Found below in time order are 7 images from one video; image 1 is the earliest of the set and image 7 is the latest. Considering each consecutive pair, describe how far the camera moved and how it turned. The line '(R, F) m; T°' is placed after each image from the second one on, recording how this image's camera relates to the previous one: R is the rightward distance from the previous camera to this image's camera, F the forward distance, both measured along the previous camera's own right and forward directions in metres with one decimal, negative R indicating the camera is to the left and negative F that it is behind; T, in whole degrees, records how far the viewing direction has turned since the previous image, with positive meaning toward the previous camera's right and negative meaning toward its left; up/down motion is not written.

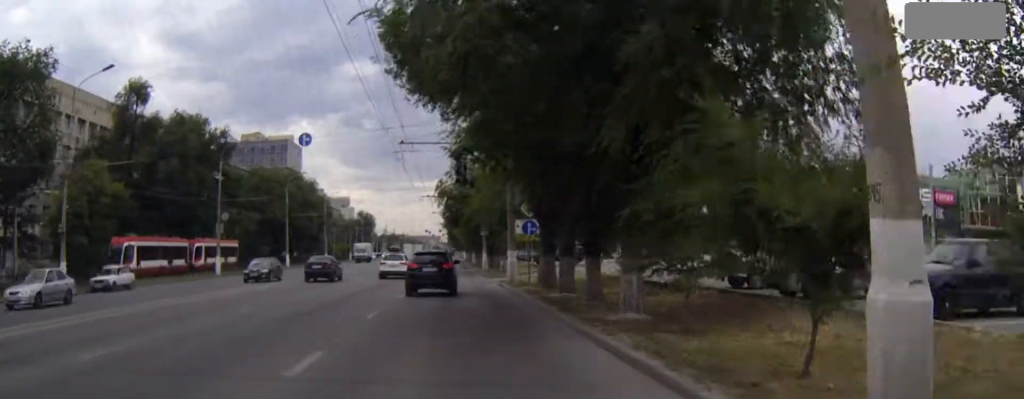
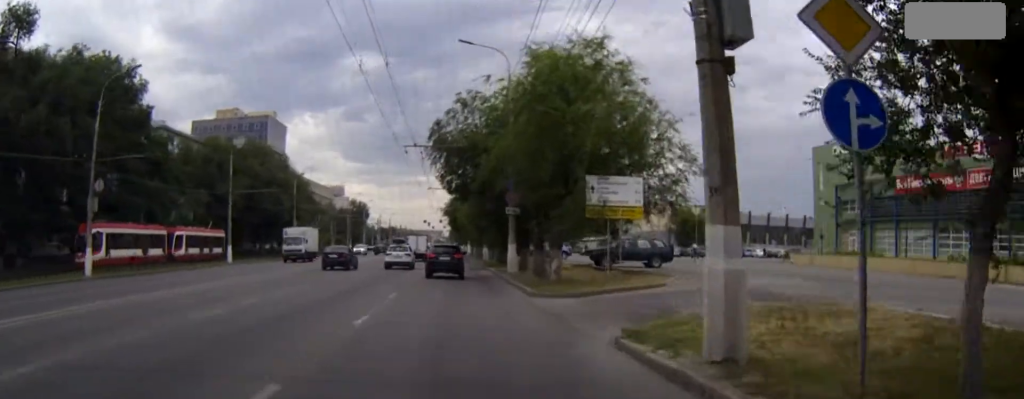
(-0.2, +26.4) m; -1°
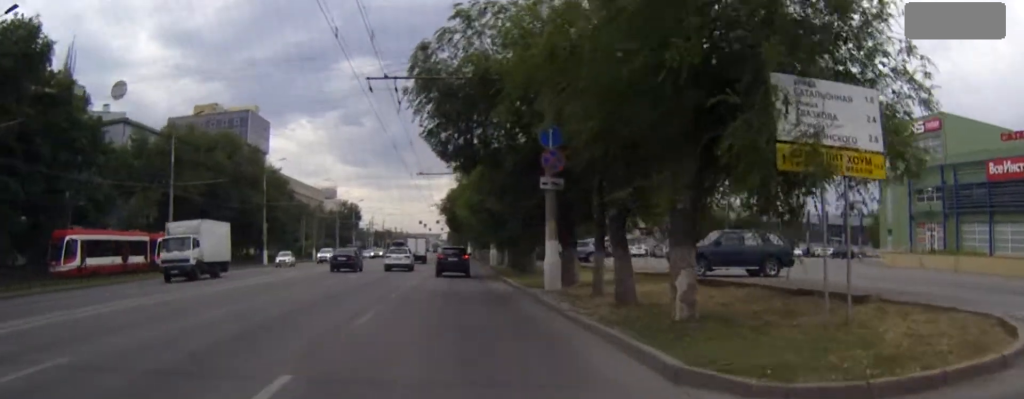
(+0.1, +15.1) m; 0°
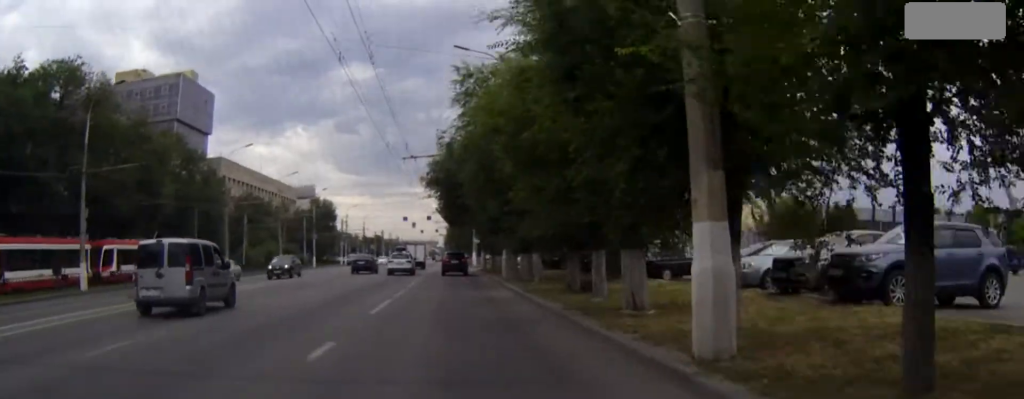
(-0.2, +44.8) m; 0°
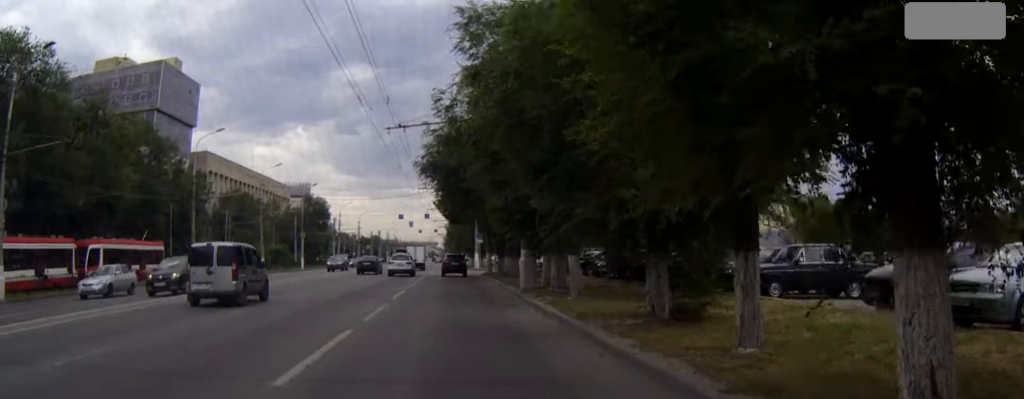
(0.0, +9.7) m; 0°
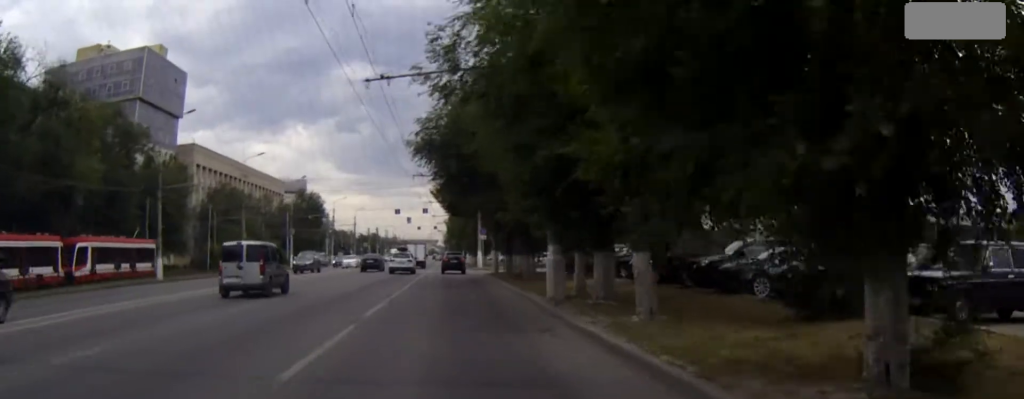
(0.0, +7.7) m; 0°
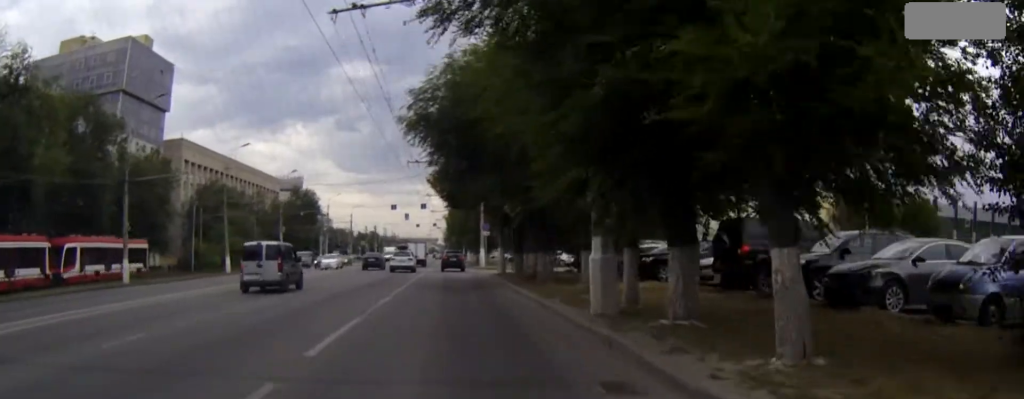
(0.0, +6.2) m; 0°
